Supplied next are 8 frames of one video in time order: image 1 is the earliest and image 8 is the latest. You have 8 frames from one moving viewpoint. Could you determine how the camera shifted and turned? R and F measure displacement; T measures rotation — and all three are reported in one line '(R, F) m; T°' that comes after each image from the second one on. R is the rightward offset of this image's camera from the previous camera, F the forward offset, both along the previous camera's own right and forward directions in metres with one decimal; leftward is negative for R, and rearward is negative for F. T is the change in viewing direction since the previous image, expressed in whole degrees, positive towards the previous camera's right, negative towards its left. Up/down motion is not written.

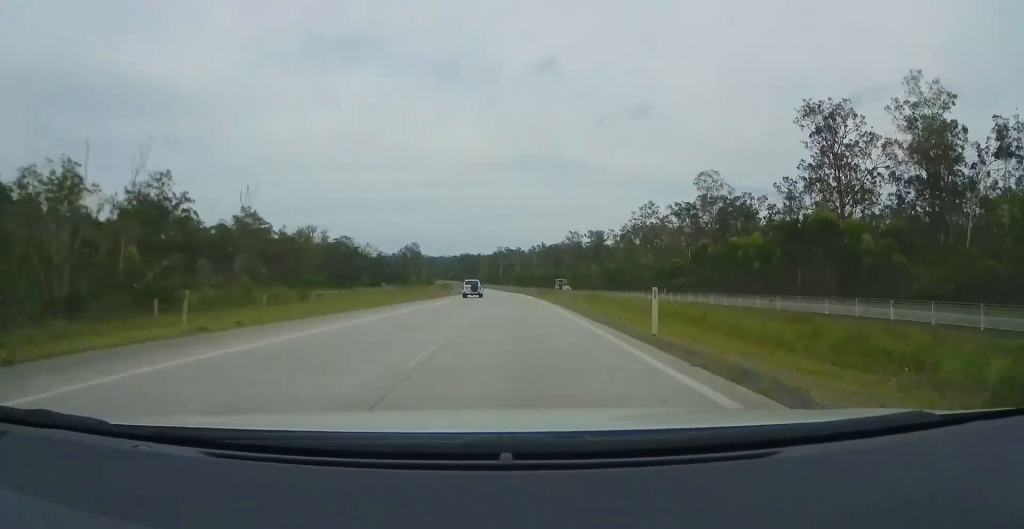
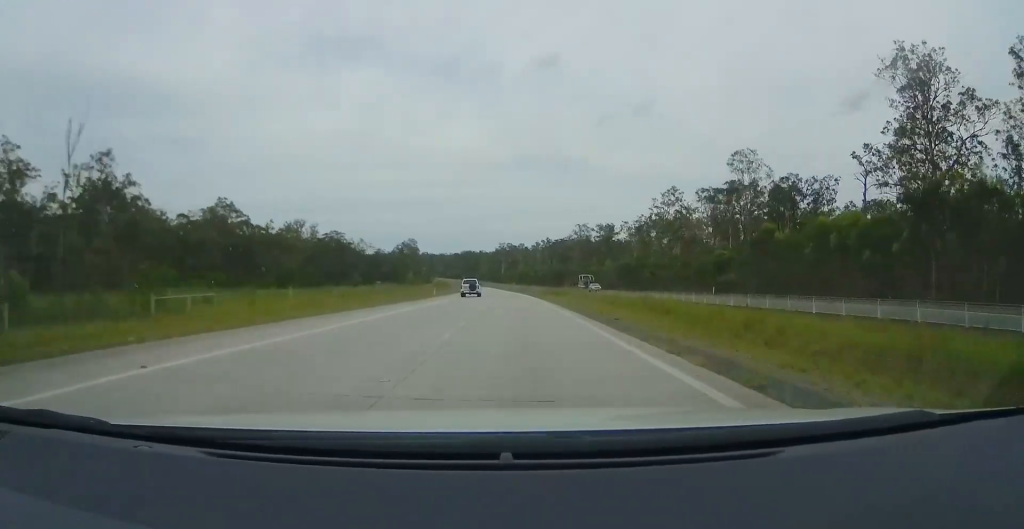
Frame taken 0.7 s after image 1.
(0.0, +20.7) m; -1°
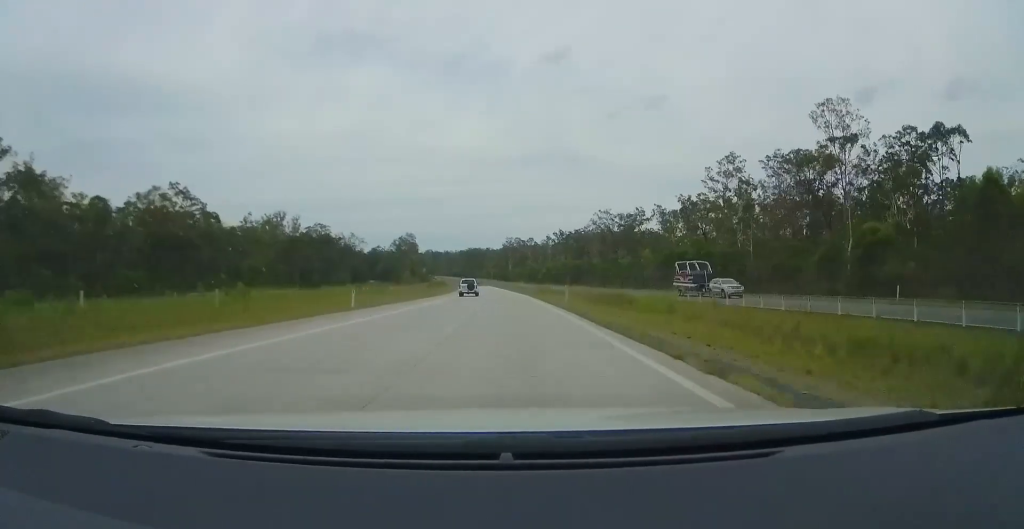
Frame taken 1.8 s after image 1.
(-0.7, +35.2) m; -2°
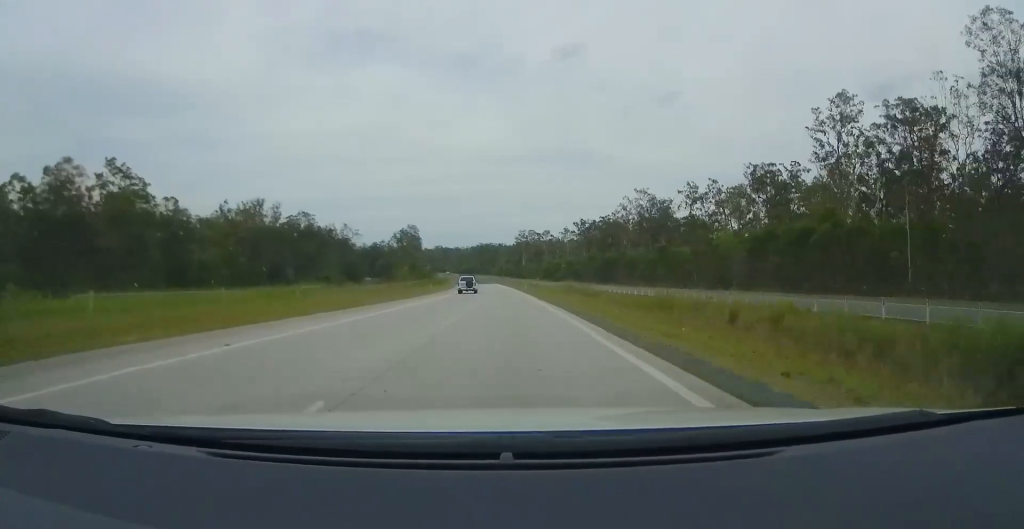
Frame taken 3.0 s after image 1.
(+0.1, +35.2) m; -1°
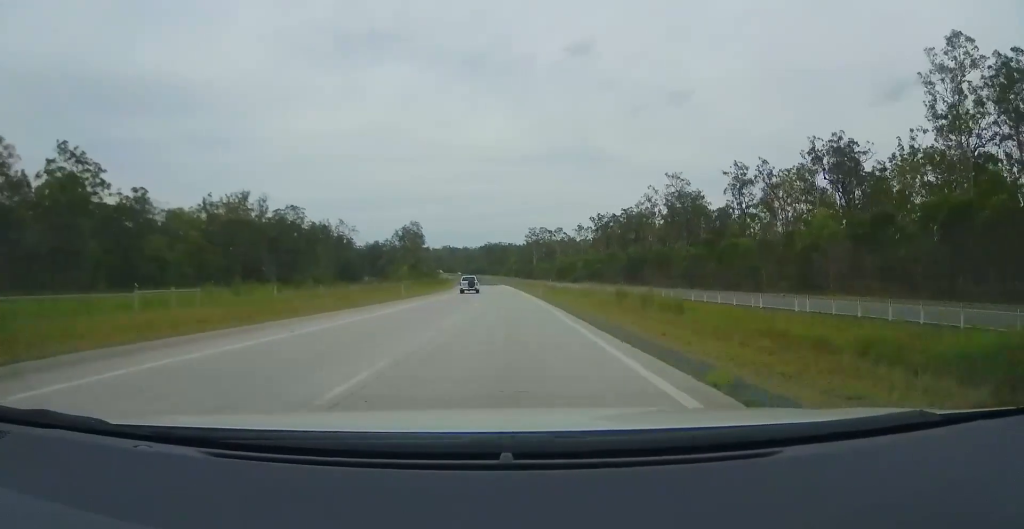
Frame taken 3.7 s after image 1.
(-0.4, +20.6) m; -1°
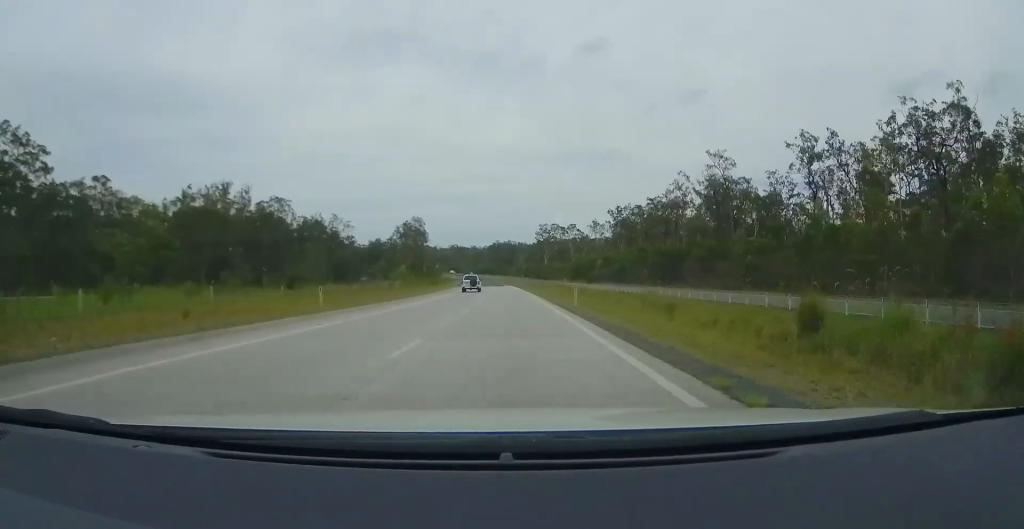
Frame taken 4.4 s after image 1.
(-0.3, +21.8) m; 0°
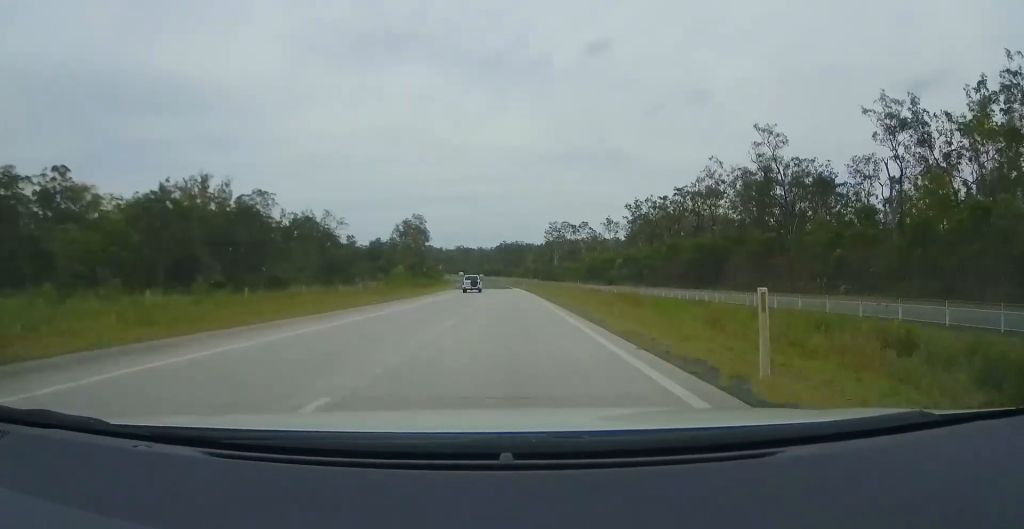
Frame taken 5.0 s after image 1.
(+0.3, +18.3) m; +1°
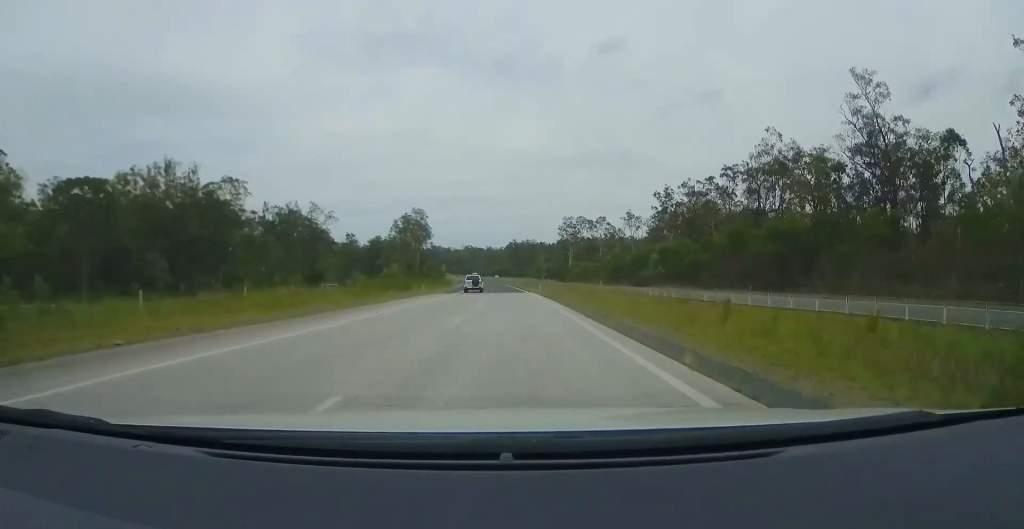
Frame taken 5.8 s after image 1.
(+0.1, +24.4) m; -2°
